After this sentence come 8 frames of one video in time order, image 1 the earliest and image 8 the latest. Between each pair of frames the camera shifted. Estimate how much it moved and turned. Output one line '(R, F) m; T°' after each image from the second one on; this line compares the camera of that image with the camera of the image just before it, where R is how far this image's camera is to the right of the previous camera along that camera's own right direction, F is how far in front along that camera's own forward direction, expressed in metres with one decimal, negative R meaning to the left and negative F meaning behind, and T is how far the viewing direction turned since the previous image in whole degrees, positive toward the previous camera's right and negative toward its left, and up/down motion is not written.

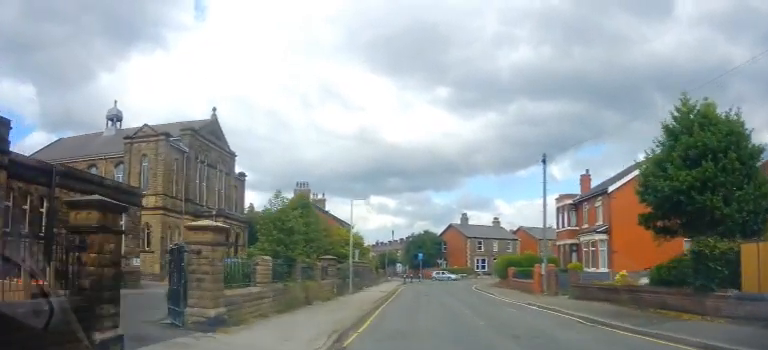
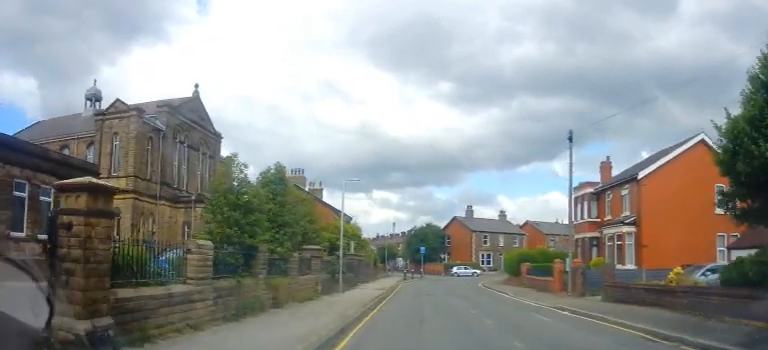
(+0.1, +3.8) m; +1°
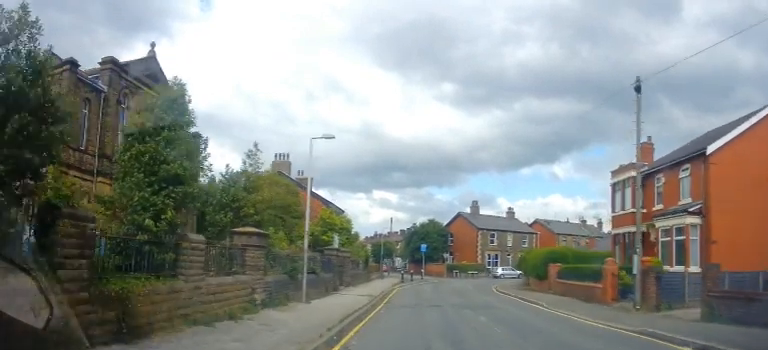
(0.0, +7.1) m; +1°
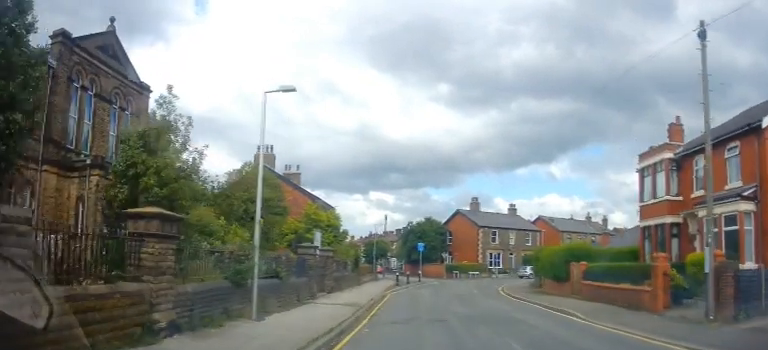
(+0.1, +4.6) m; +1°
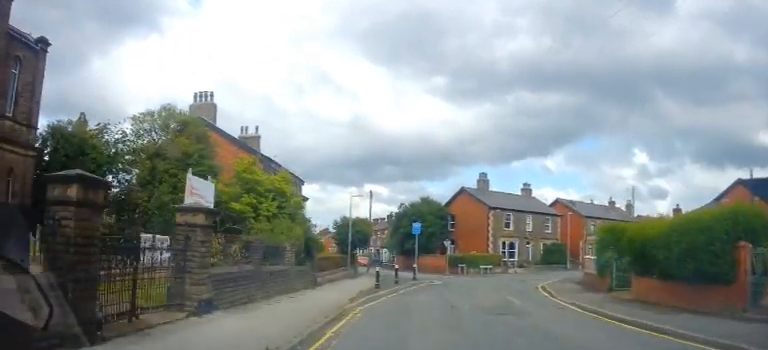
(+0.1, +12.6) m; 0°
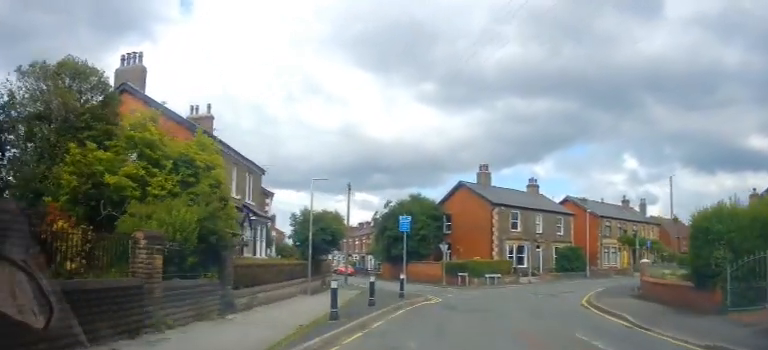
(-0.1, +9.0) m; 0°
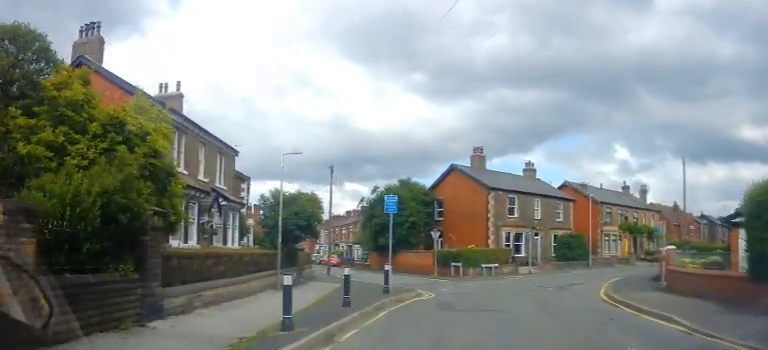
(-0.1, +3.4) m; +1°
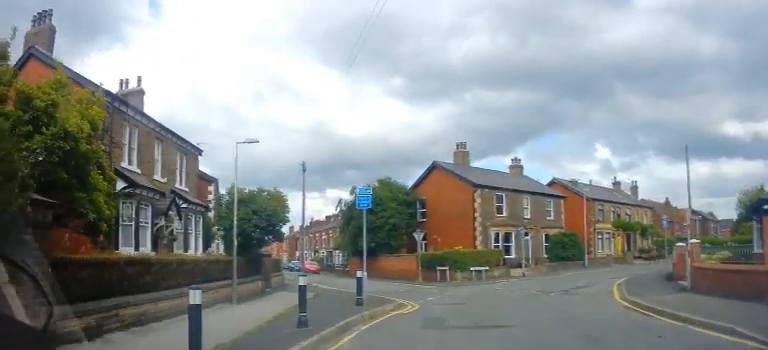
(+0.1, +2.8) m; +2°
